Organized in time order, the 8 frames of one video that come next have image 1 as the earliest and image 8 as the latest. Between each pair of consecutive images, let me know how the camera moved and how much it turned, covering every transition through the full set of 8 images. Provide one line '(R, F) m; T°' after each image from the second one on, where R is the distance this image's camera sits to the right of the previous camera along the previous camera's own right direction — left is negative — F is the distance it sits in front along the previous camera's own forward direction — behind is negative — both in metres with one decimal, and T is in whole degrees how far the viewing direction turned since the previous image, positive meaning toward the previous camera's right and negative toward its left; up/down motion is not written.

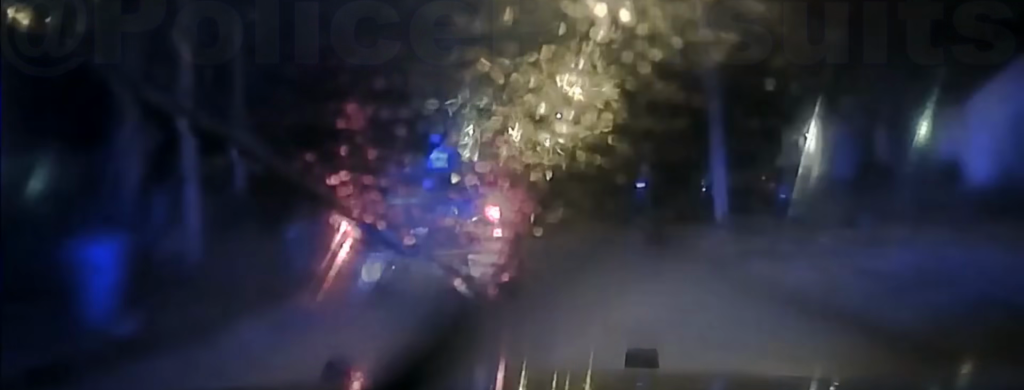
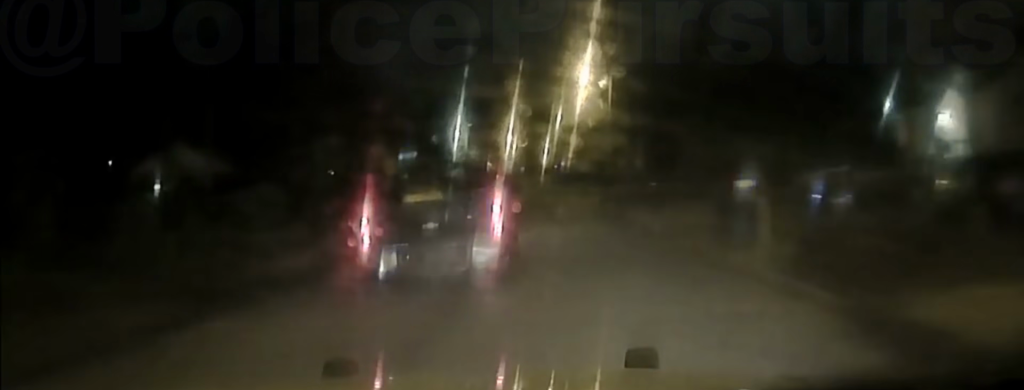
(-0.1, +14.9) m; 0°
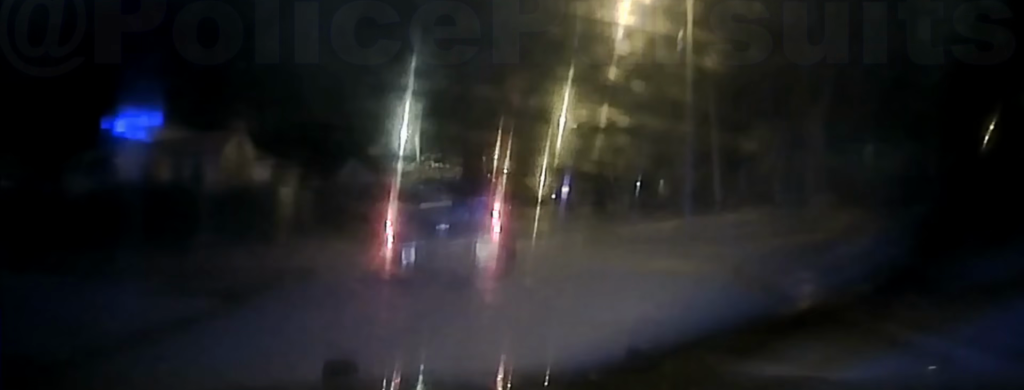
(0.0, +35.7) m; 0°
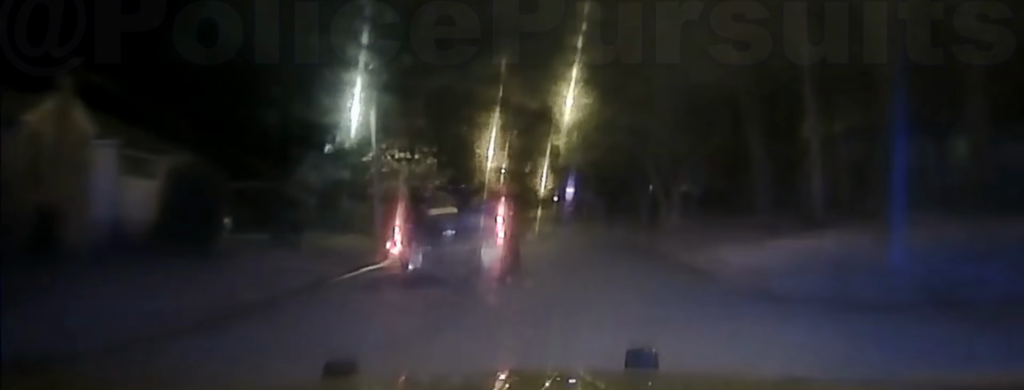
(0.0, +13.6) m; 0°
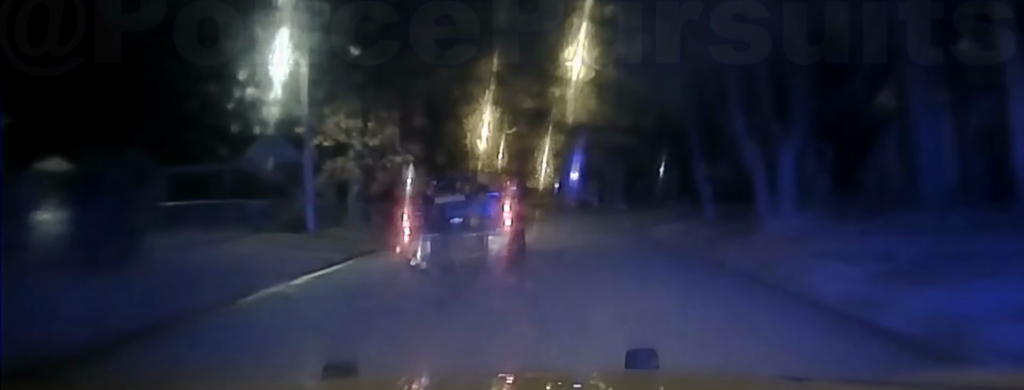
(0.0, +11.2) m; 0°
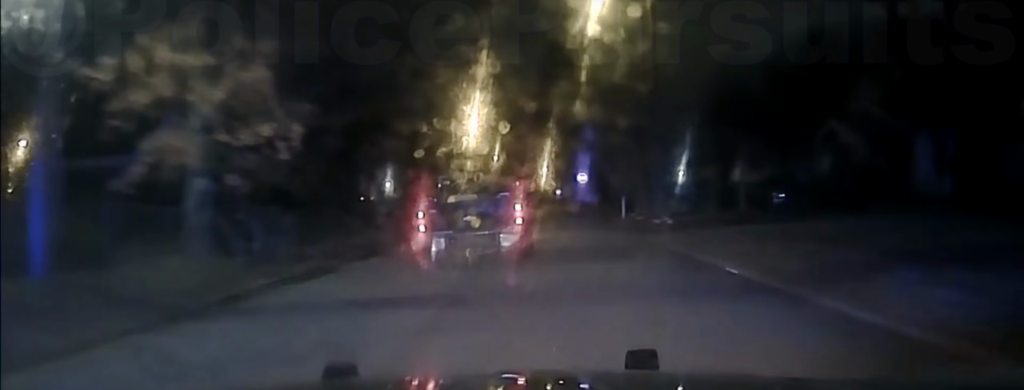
(+0.1, +15.1) m; 0°
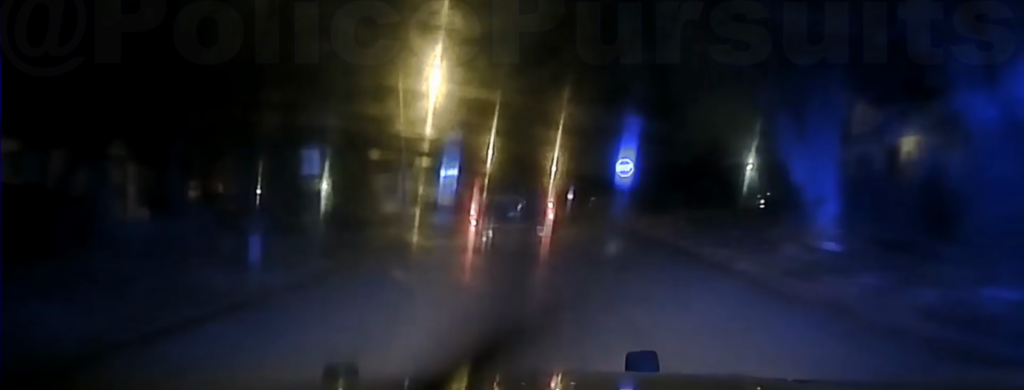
(+0.1, +32.6) m; 0°
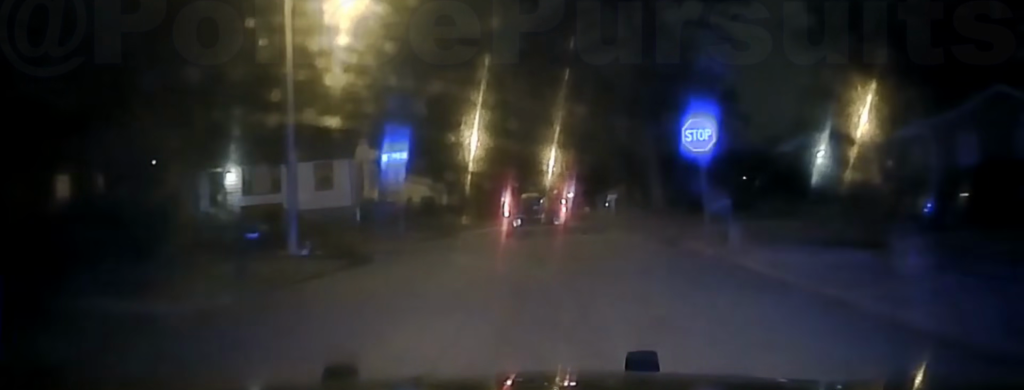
(+0.1, +23.8) m; 0°
